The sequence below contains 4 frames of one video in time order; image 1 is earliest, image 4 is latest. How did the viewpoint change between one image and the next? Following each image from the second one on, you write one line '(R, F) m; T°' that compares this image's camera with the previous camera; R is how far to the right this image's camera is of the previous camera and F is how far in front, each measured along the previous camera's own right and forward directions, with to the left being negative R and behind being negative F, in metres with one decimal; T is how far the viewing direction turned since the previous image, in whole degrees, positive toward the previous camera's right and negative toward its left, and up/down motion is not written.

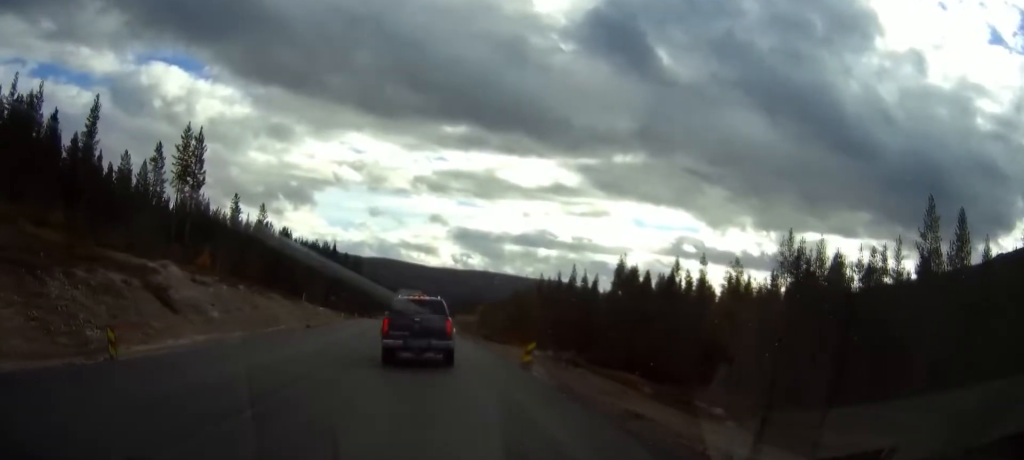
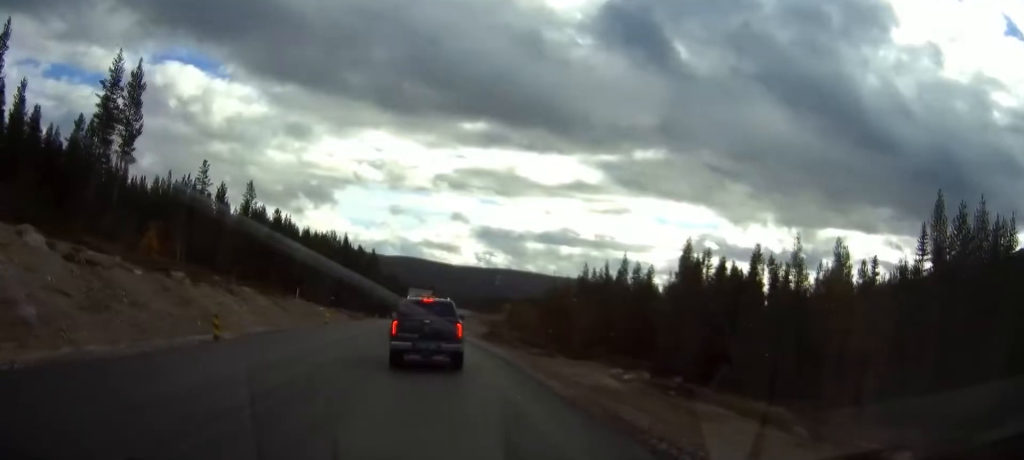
(-0.6, +22.4) m; -3°
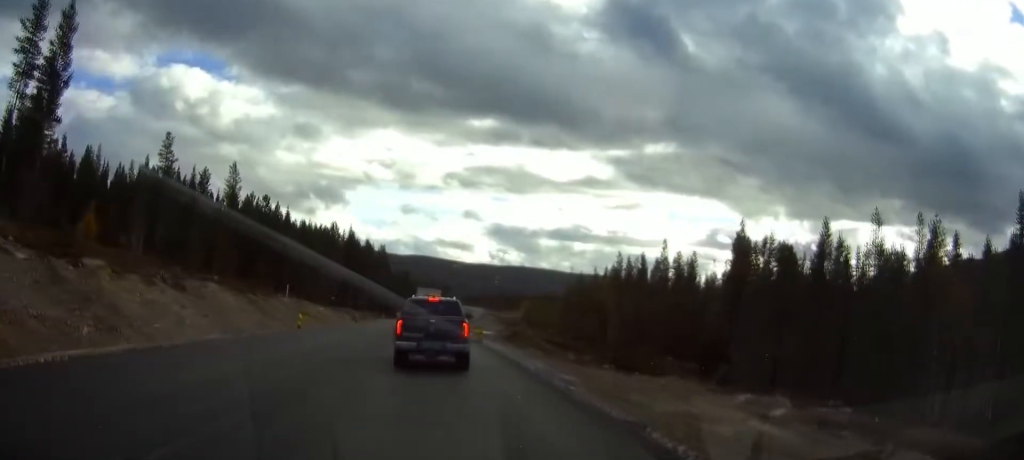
(-0.1, +14.3) m; -1°
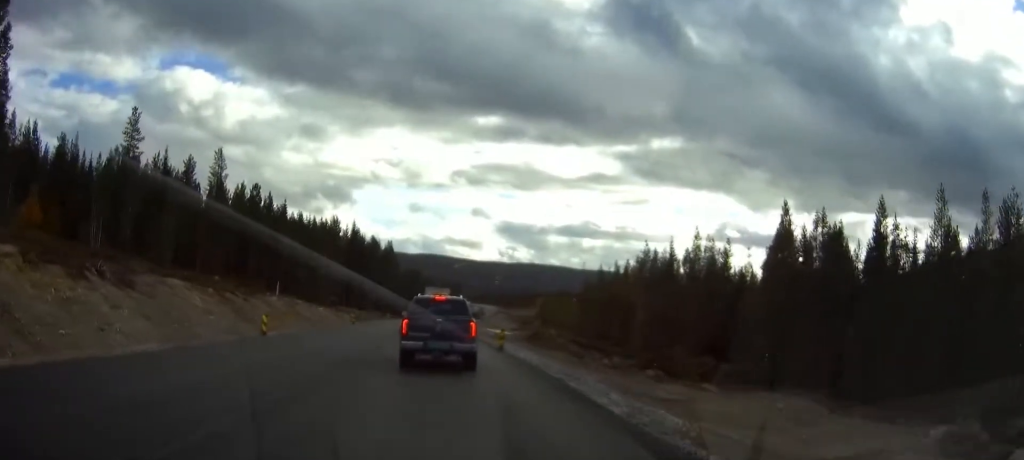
(-0.1, +9.4) m; -1°
